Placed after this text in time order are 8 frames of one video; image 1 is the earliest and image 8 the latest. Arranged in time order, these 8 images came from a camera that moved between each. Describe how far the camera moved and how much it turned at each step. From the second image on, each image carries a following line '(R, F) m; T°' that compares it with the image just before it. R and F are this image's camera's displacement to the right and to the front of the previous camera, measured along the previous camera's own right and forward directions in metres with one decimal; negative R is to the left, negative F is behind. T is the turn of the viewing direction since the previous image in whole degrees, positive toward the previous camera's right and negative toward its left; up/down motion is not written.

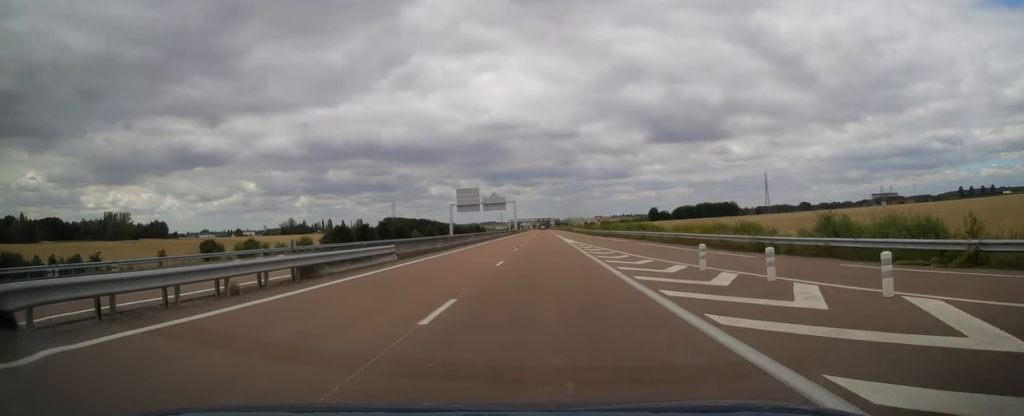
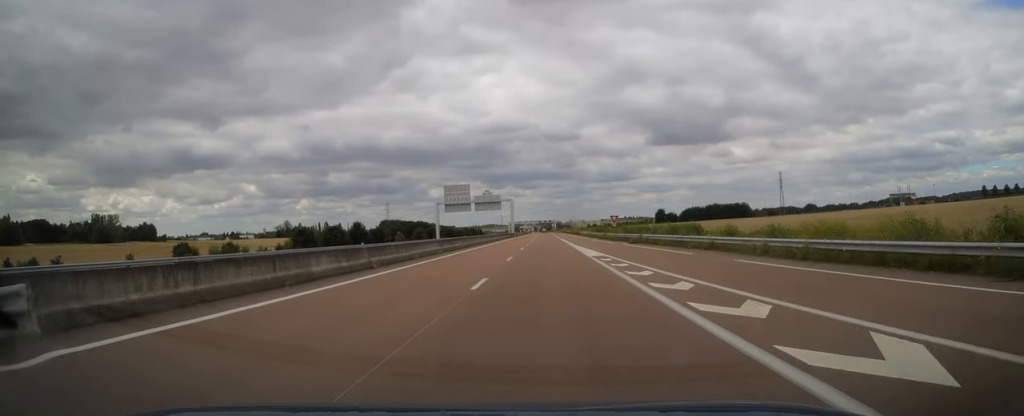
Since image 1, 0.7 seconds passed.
(-0.3, +20.8) m; 0°
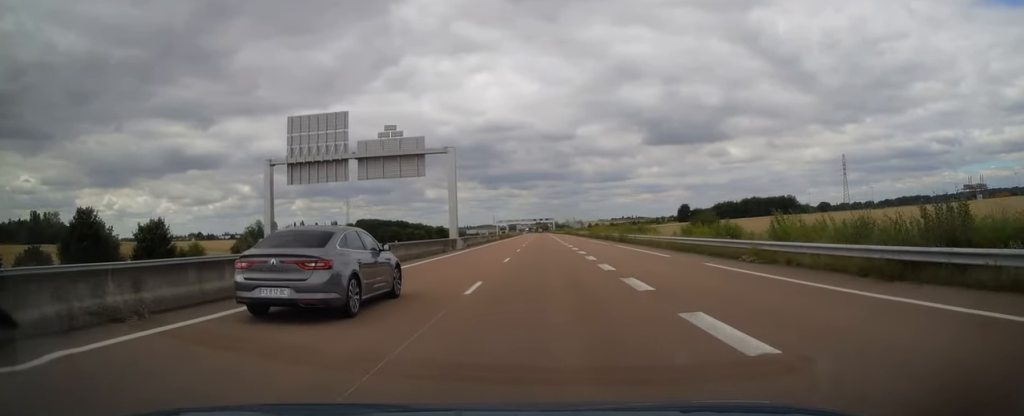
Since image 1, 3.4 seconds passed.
(+0.5, +78.6) m; 0°
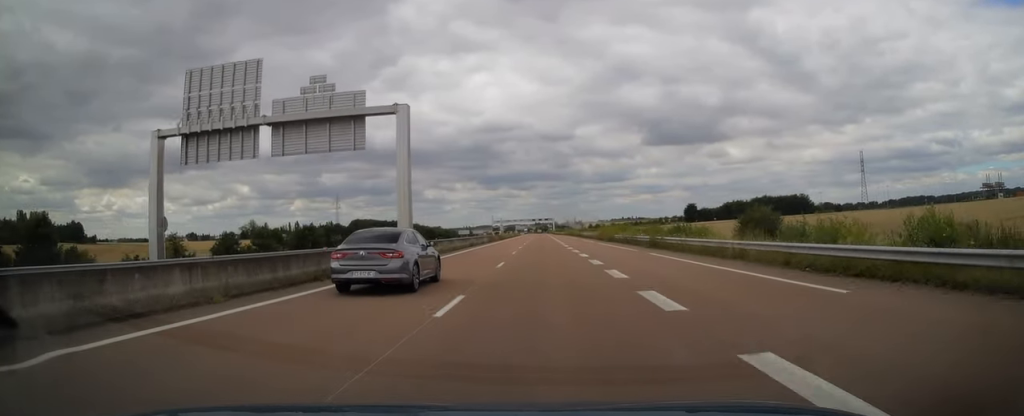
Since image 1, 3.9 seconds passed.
(-0.1, +16.1) m; 0°
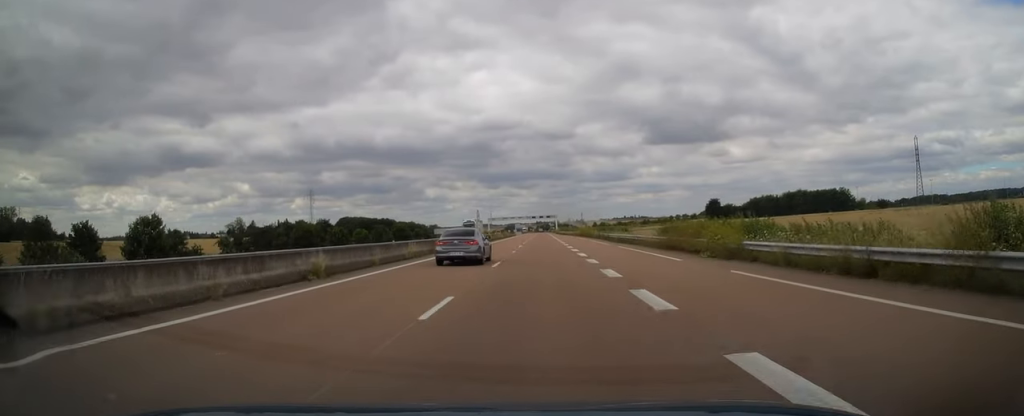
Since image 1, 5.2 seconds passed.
(+0.5, +39.0) m; +1°
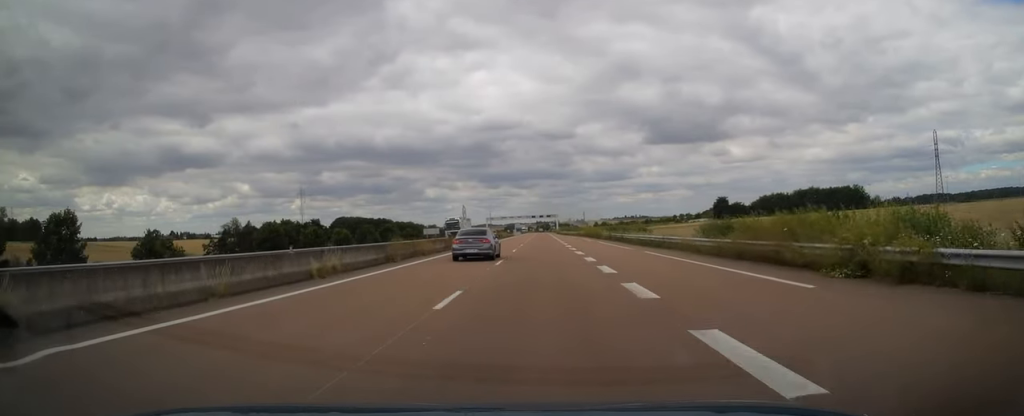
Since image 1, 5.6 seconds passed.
(0.0, +11.7) m; 0°
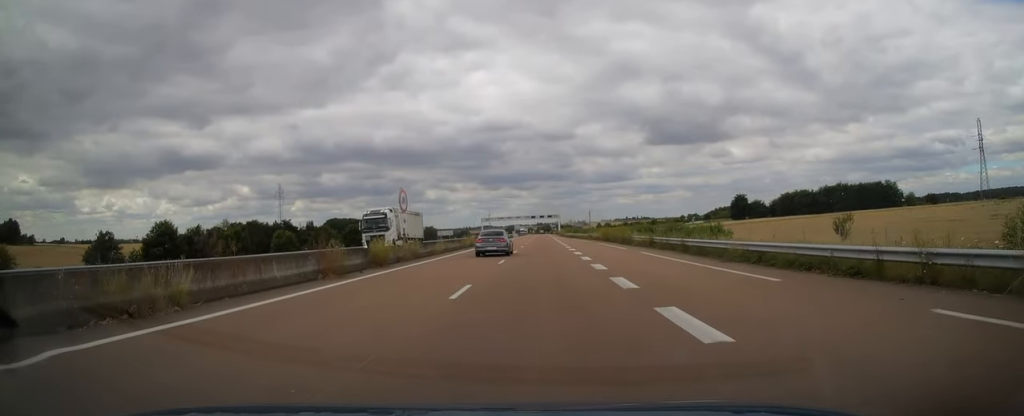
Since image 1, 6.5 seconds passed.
(0.0, +23.9) m; 0°
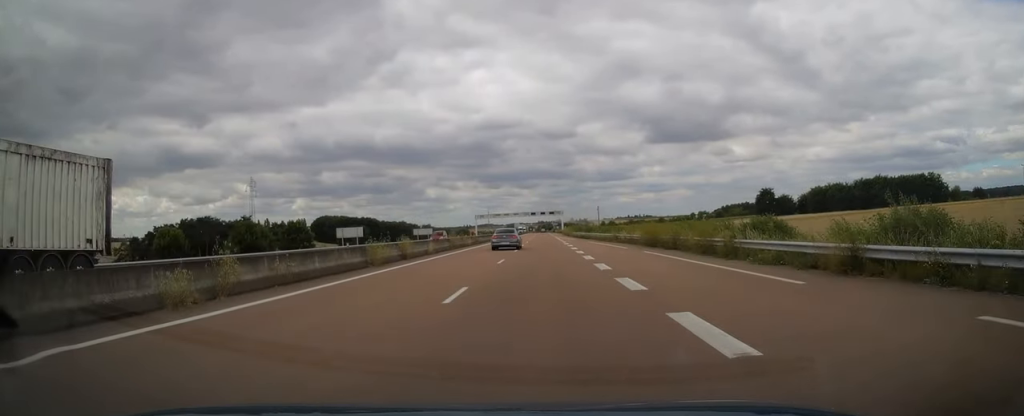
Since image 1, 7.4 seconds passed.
(0.0, +26.8) m; 0°
